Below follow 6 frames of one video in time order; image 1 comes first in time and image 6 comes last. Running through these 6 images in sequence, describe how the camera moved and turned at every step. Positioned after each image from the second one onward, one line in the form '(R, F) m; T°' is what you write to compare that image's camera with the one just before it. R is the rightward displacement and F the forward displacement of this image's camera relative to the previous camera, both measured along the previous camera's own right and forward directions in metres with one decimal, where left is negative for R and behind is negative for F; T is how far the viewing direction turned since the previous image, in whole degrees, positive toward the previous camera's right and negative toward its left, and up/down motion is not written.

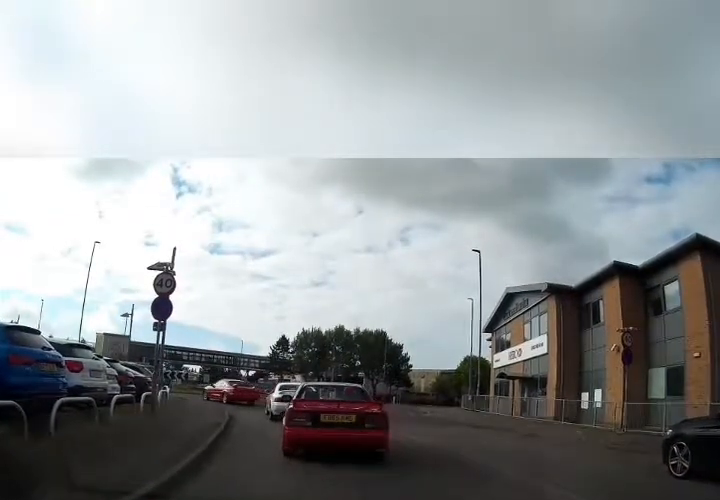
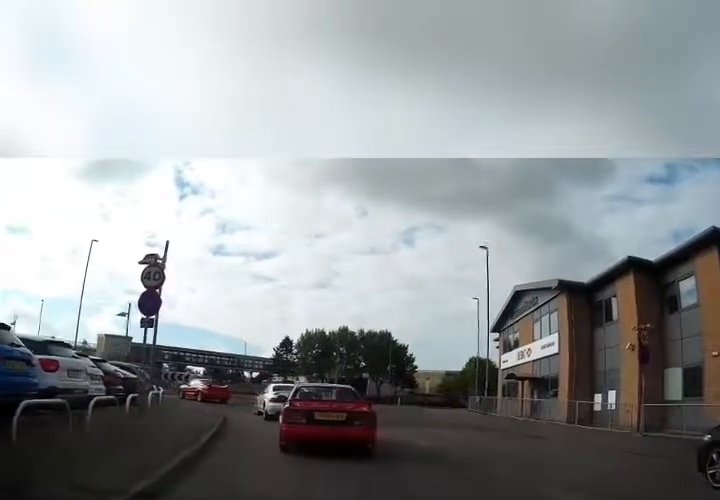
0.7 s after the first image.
(0.0, +0.4) m; 0°
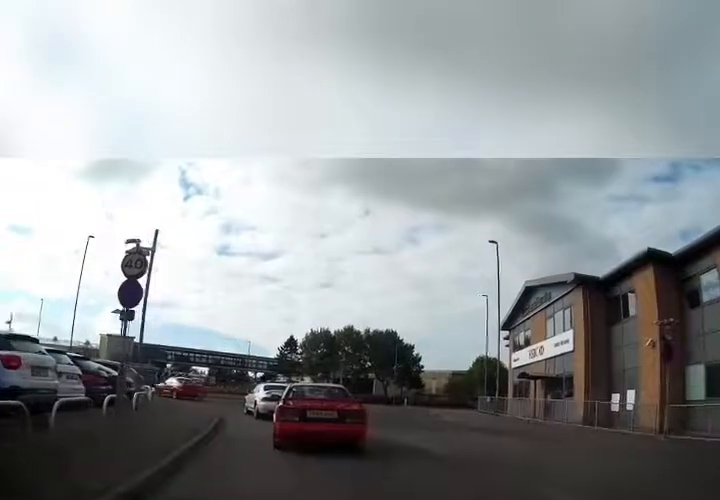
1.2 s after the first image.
(0.0, +0.3) m; 0°
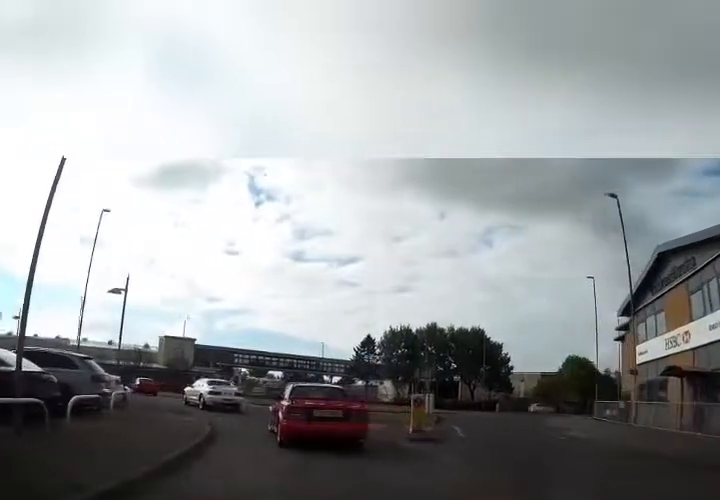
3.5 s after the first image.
(-0.2, +2.7) m; -7°
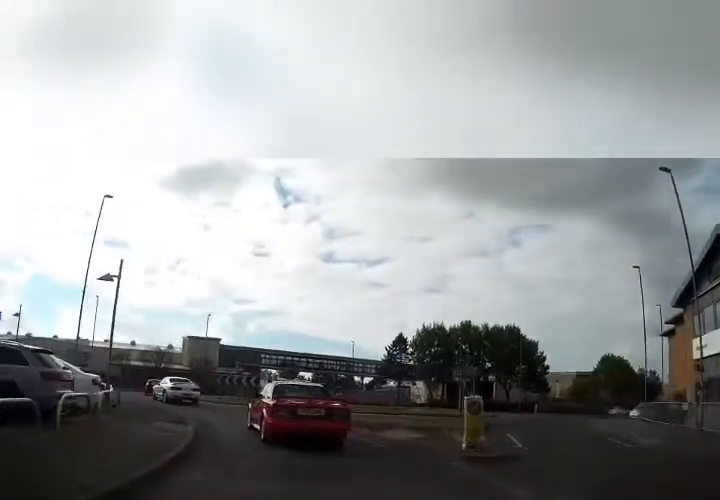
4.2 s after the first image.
(0.0, +2.4) m; -5°
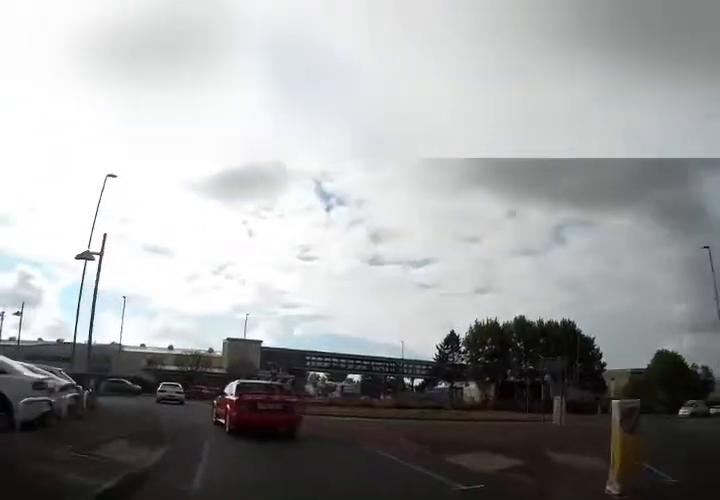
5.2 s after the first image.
(-0.3, +4.4) m; -9°
